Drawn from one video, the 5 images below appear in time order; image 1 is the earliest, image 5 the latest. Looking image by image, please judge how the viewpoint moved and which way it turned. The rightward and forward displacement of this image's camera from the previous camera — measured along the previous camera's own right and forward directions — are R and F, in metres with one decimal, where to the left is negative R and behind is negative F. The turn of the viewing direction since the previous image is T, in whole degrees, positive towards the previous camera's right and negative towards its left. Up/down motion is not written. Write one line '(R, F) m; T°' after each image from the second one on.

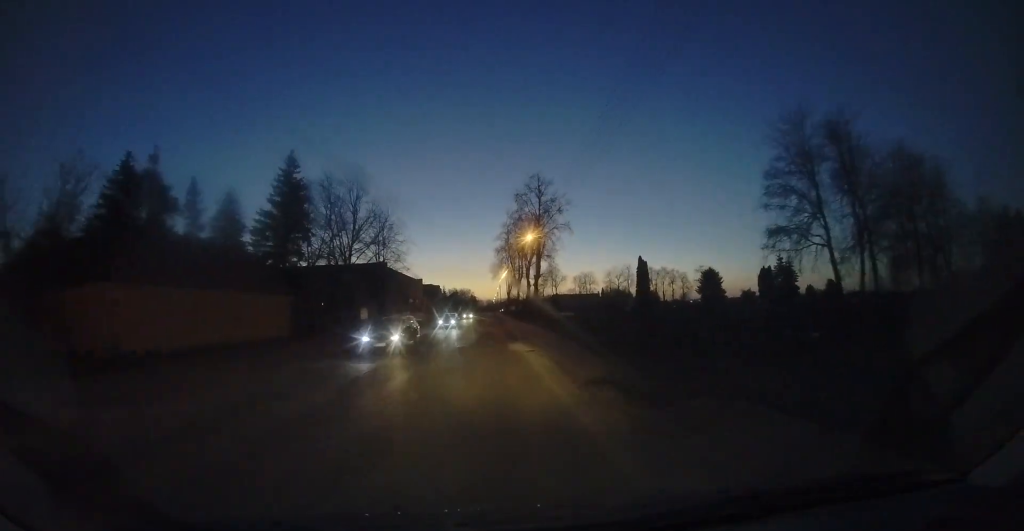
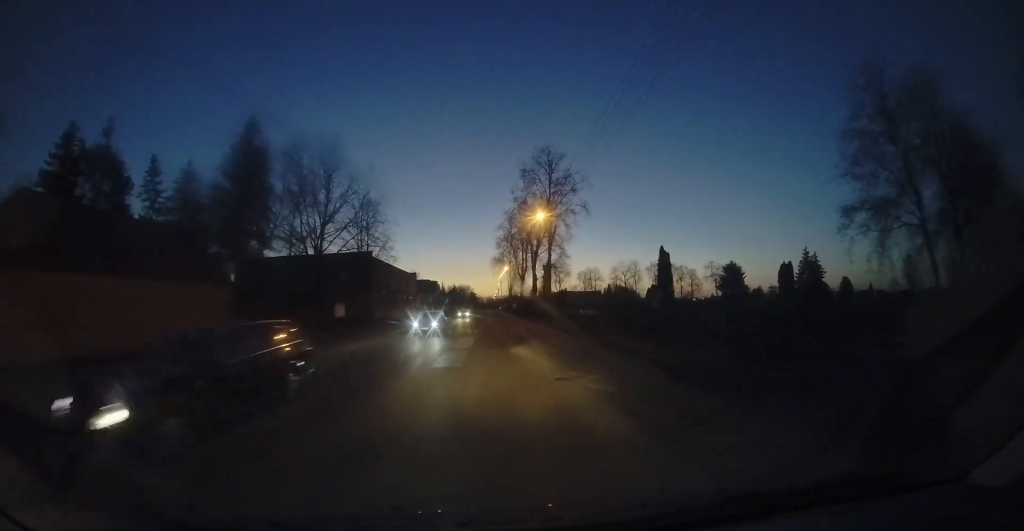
(+0.1, +6.6) m; 0°
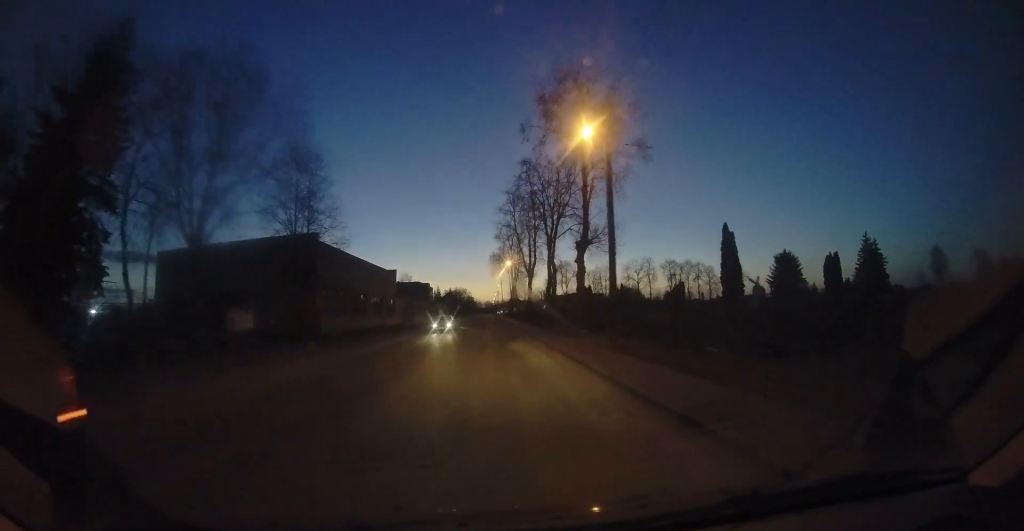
(-0.1, +12.8) m; 0°
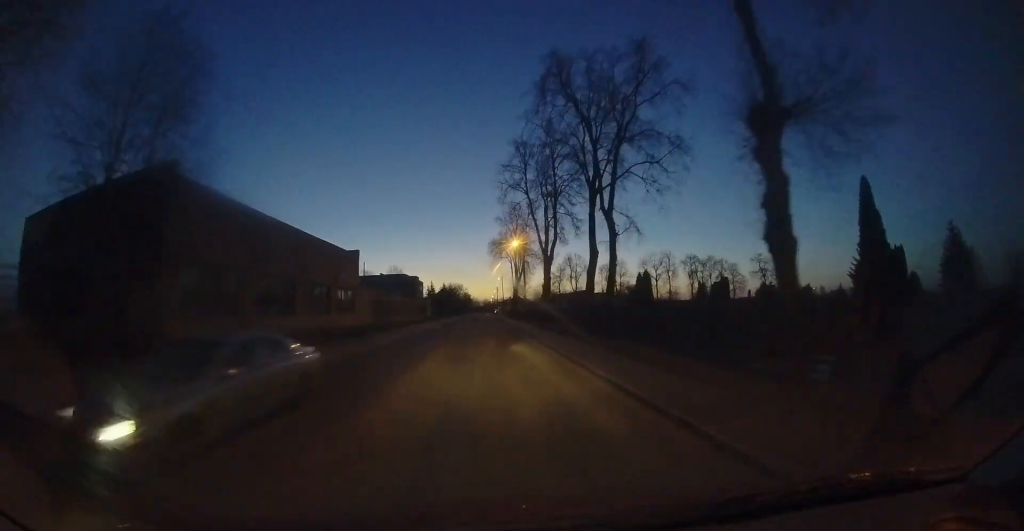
(+0.1, +15.0) m; +1°
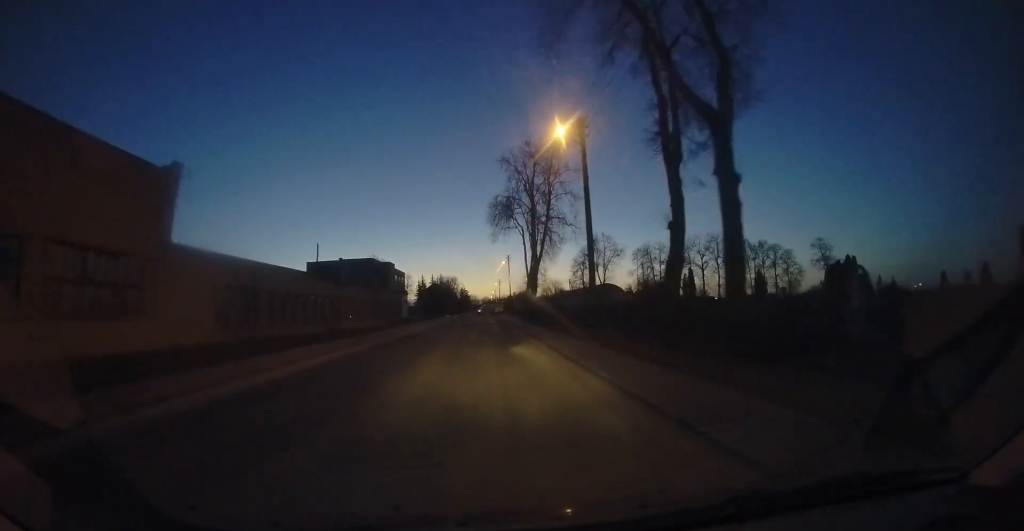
(+0.3, +23.8) m; +1°
